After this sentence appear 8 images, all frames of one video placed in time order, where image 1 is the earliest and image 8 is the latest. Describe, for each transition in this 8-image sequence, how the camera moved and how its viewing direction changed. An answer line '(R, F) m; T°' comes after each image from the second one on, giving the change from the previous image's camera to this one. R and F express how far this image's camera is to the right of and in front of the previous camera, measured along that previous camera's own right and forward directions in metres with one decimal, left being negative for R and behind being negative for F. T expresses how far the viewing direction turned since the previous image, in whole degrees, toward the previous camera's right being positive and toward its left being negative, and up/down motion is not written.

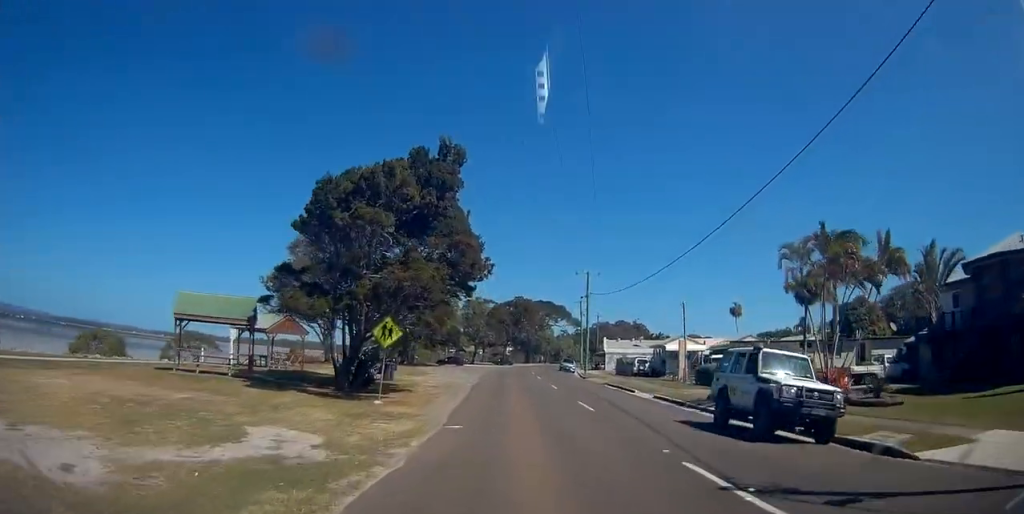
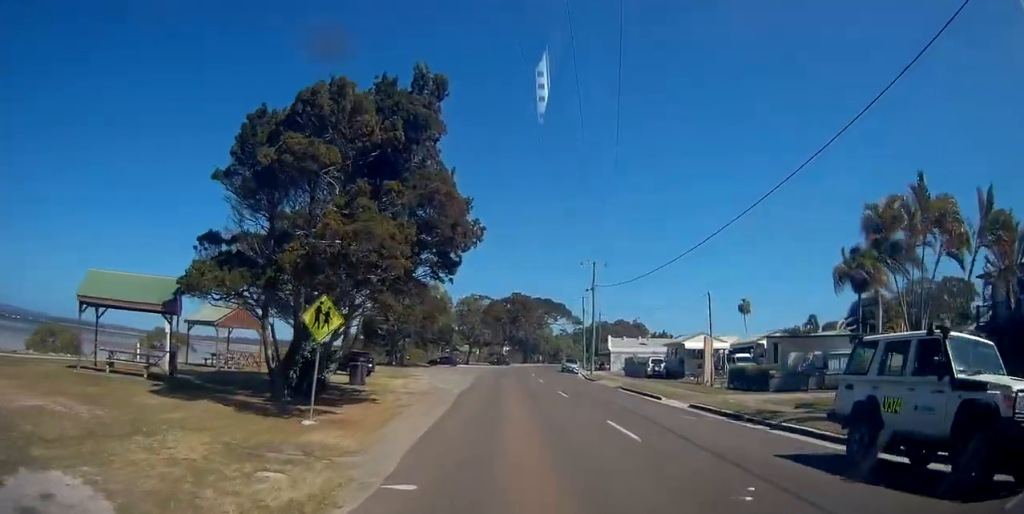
(+0.5, +6.3) m; 0°
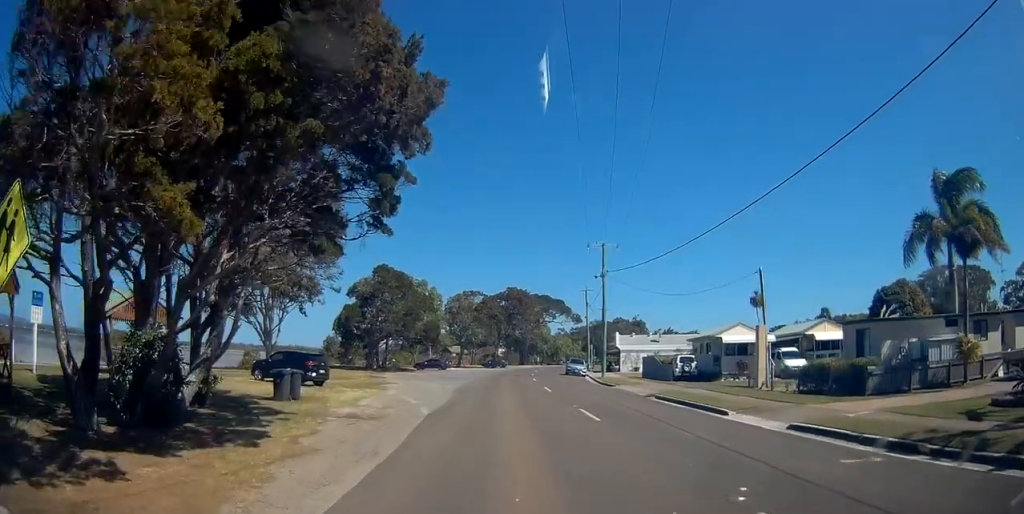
(-0.3, +8.7) m; -1°
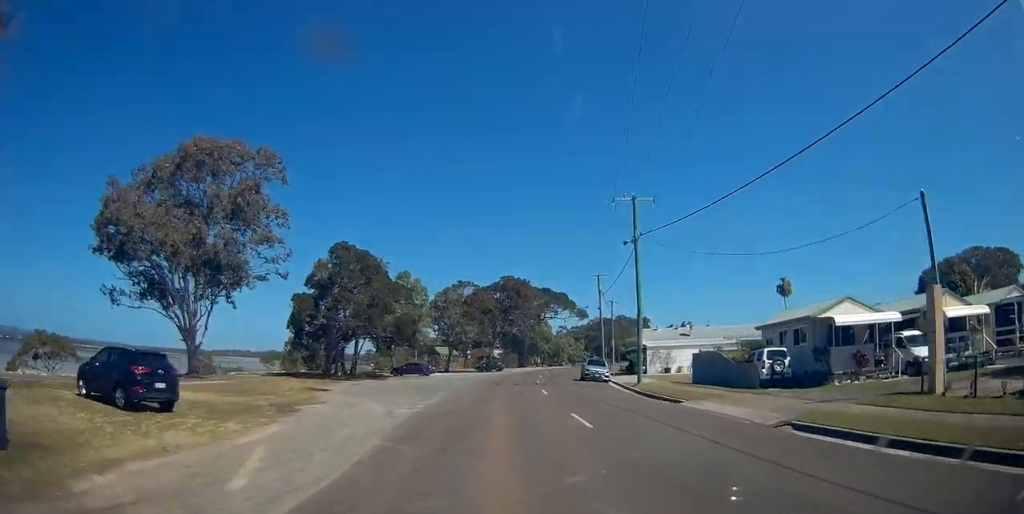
(0.0, +13.6) m; 0°
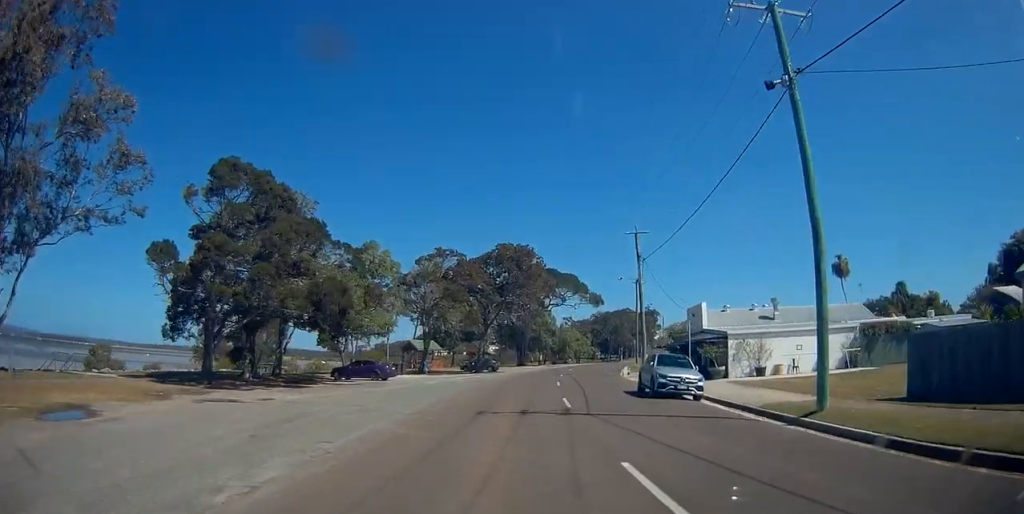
(0.0, +20.1) m; +2°
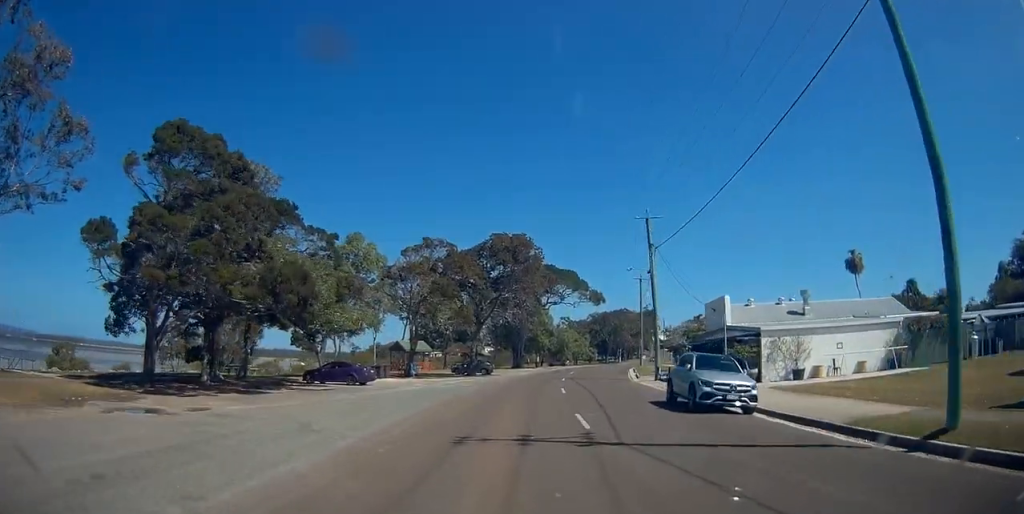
(+0.1, +5.1) m; +2°
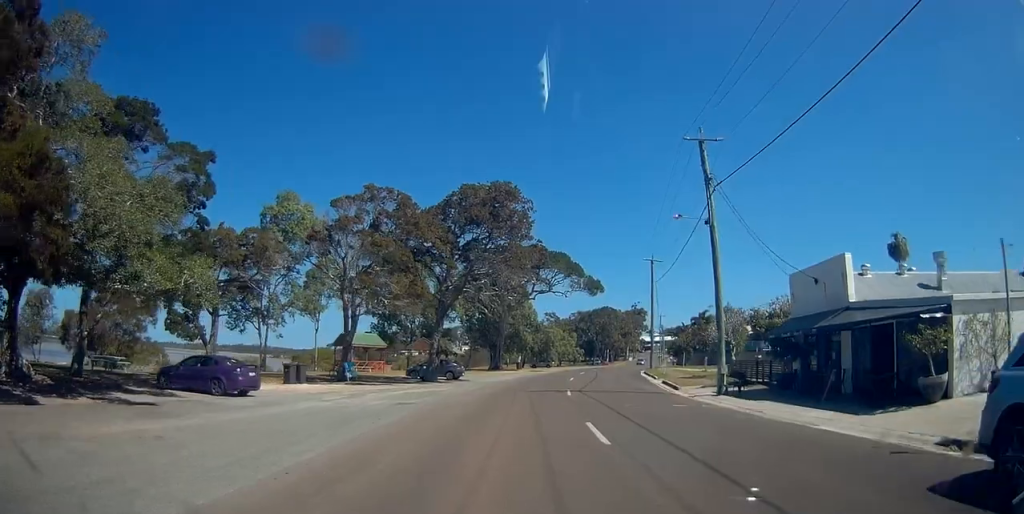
(+0.1, +15.0) m; +1°
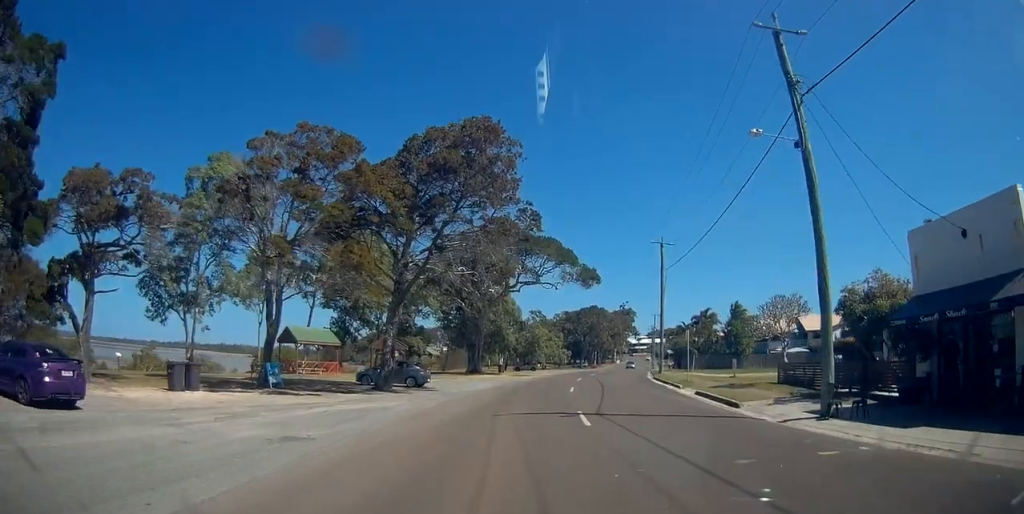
(-0.2, +9.6) m; +2°
